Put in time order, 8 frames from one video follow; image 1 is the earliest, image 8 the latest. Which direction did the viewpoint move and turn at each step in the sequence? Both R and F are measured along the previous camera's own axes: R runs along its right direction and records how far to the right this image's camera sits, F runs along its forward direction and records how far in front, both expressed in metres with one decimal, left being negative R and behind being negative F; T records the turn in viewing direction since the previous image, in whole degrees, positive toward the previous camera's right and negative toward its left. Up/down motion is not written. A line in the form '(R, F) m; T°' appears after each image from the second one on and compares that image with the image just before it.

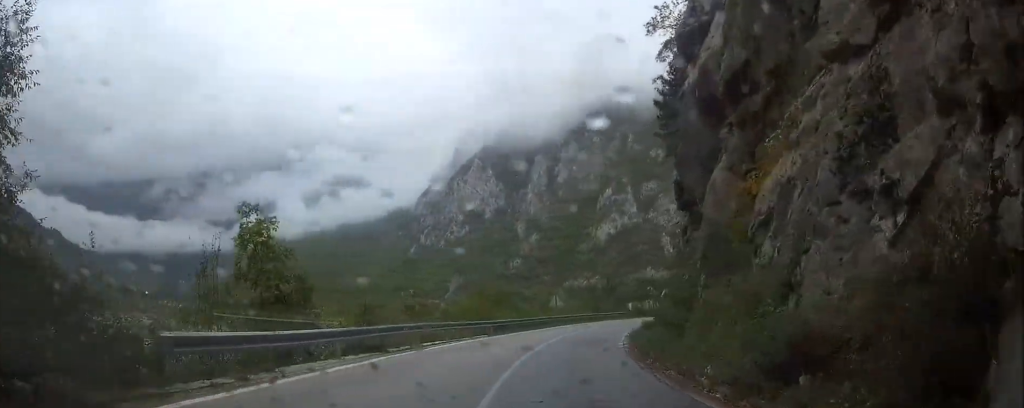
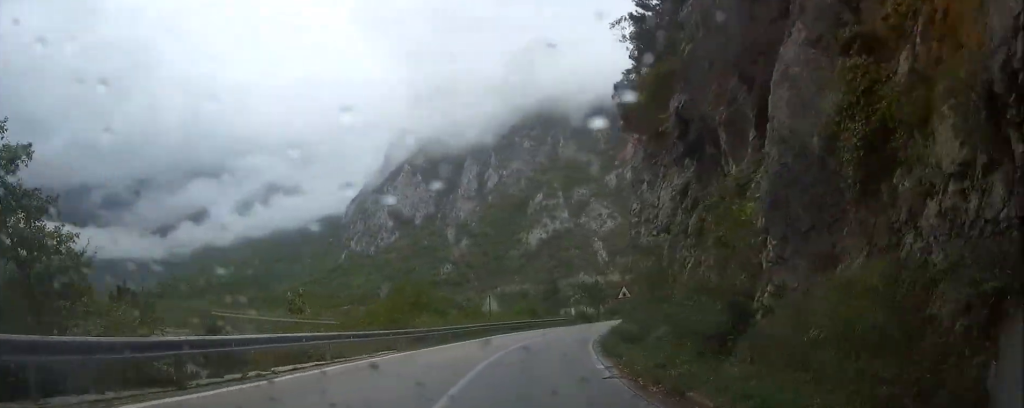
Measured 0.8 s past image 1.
(+0.7, +9.5) m; +6°
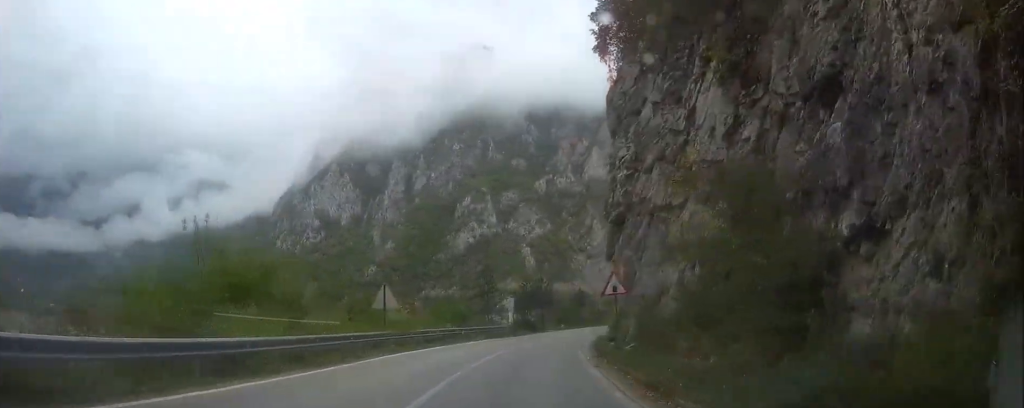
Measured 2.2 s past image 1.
(+0.8, +17.6) m; +4°
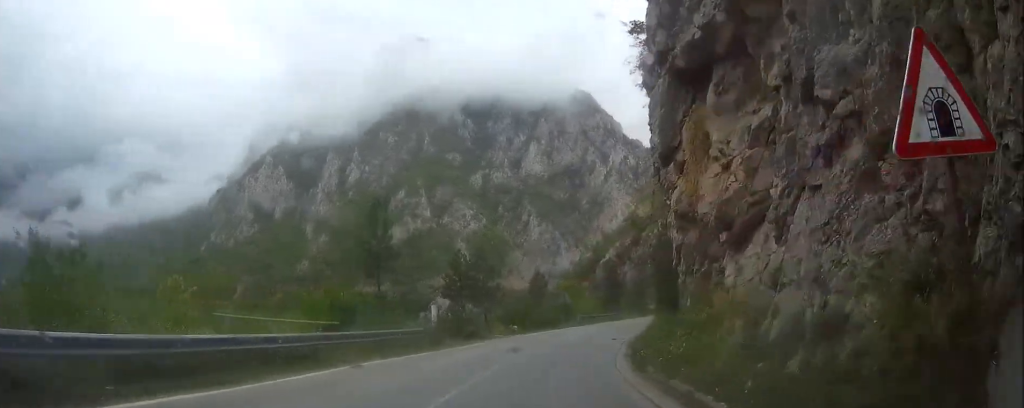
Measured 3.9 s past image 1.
(+0.5, +21.8) m; +4°
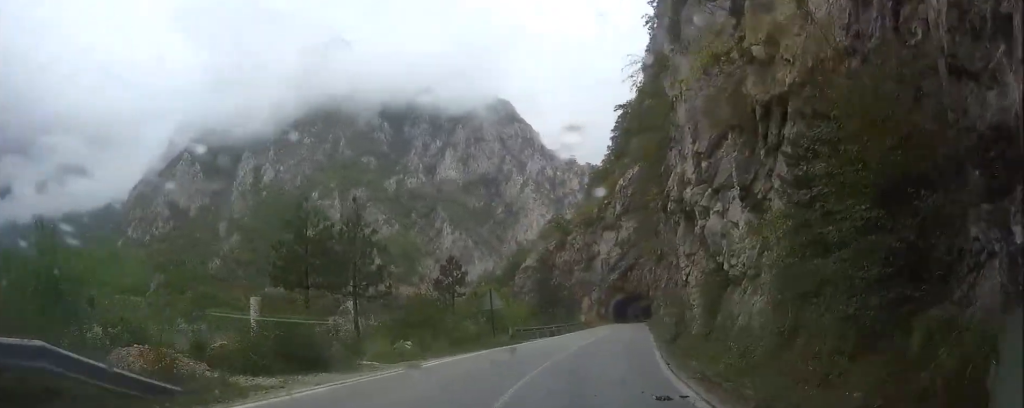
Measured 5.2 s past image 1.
(+1.1, +17.0) m; +8°
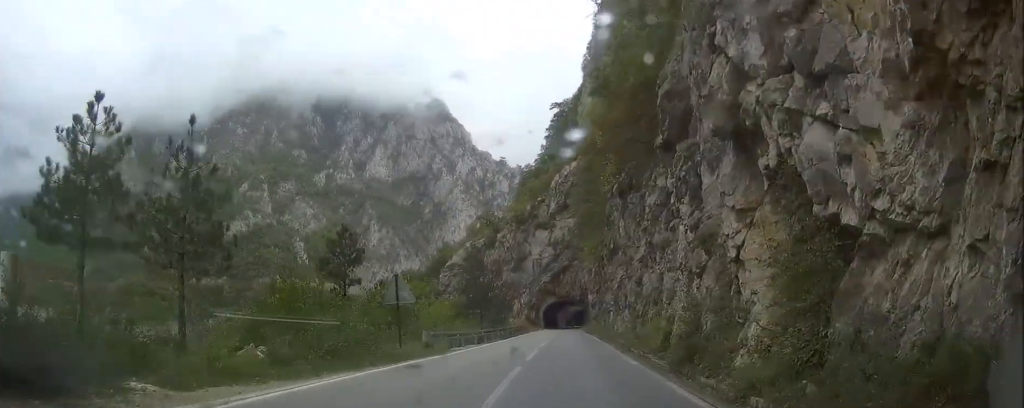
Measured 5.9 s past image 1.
(+0.2, +8.7) m; +5°
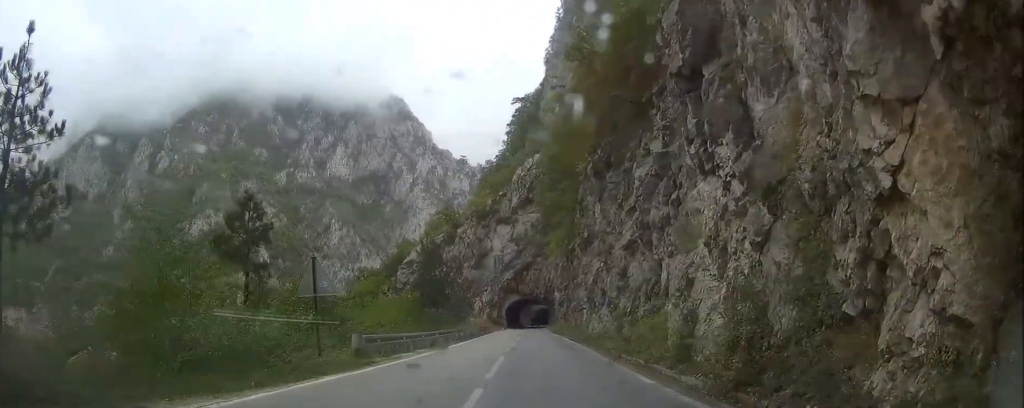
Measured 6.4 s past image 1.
(+0.3, +5.4) m; +3°
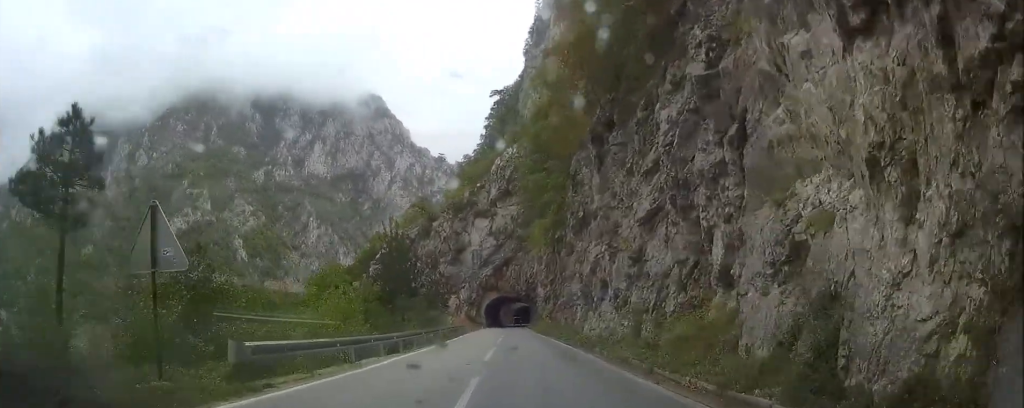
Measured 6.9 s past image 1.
(+0.2, +6.7) m; +3°
